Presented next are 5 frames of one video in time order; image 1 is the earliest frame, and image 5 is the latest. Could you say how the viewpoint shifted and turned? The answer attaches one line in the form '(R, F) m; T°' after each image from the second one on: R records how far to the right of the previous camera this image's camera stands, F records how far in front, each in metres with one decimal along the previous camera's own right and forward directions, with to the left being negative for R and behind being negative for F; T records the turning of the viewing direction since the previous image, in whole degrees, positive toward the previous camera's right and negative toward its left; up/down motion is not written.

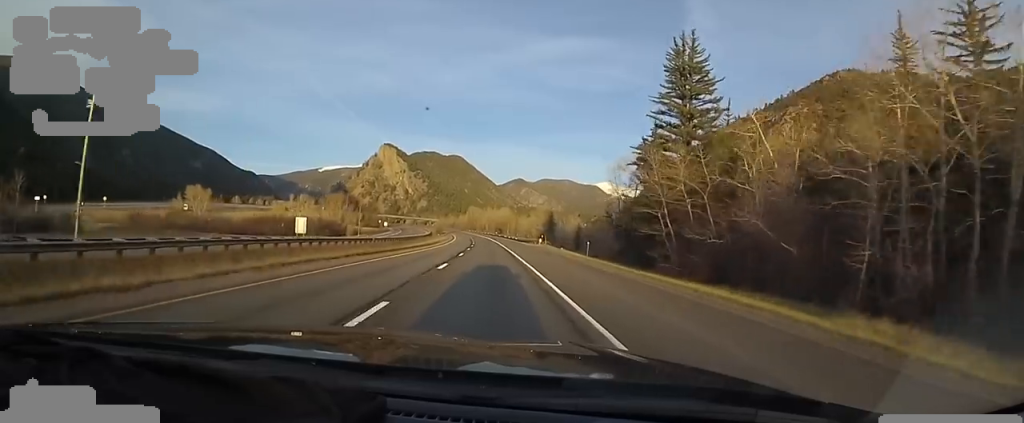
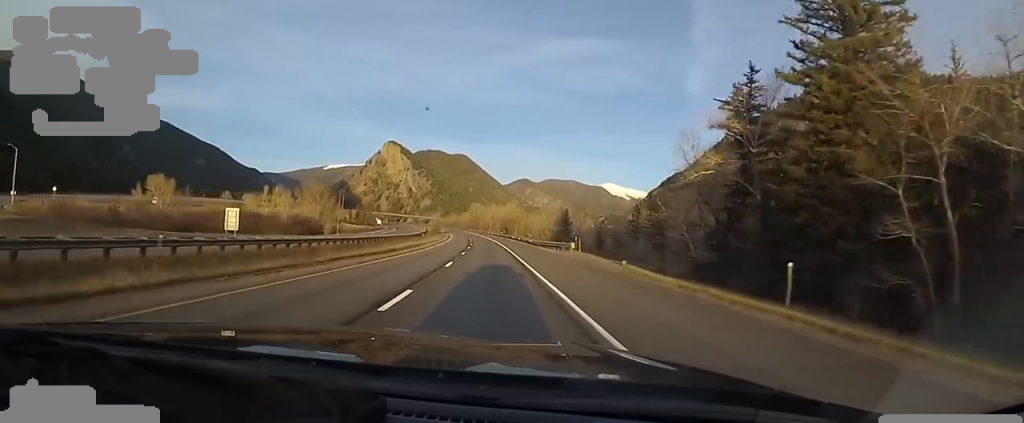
(+0.2, +21.9) m; 0°
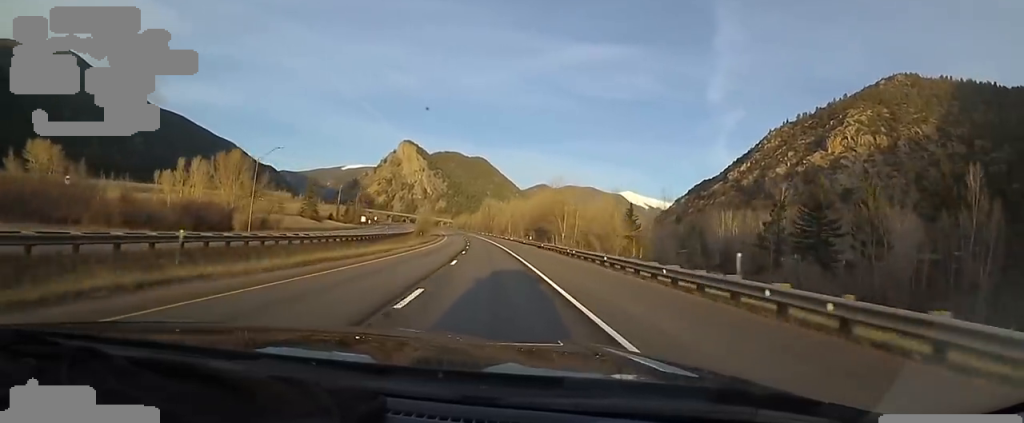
(-0.1, +48.2) m; -2°
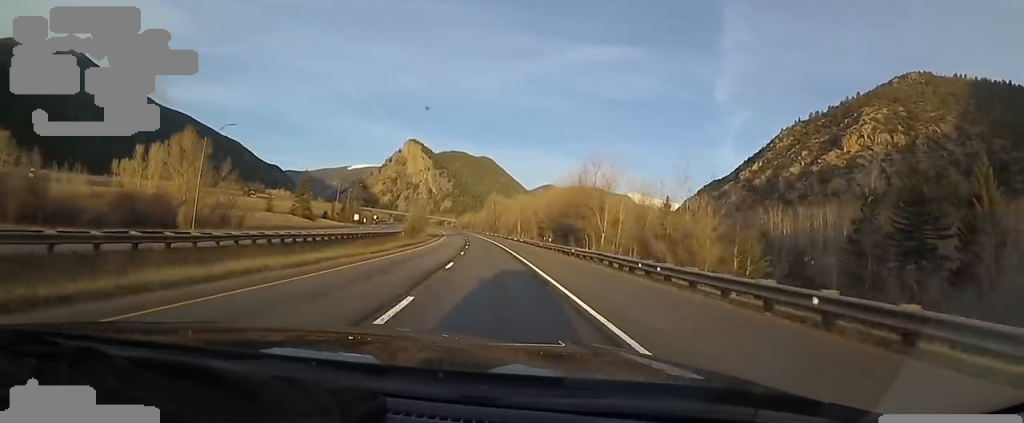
(-0.2, +14.6) m; 0°
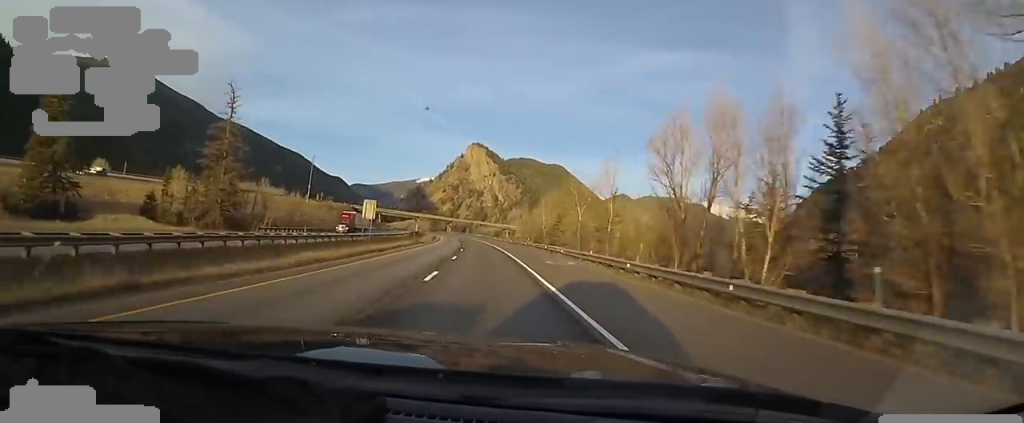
(-8.5, +137.8) m; -10°
